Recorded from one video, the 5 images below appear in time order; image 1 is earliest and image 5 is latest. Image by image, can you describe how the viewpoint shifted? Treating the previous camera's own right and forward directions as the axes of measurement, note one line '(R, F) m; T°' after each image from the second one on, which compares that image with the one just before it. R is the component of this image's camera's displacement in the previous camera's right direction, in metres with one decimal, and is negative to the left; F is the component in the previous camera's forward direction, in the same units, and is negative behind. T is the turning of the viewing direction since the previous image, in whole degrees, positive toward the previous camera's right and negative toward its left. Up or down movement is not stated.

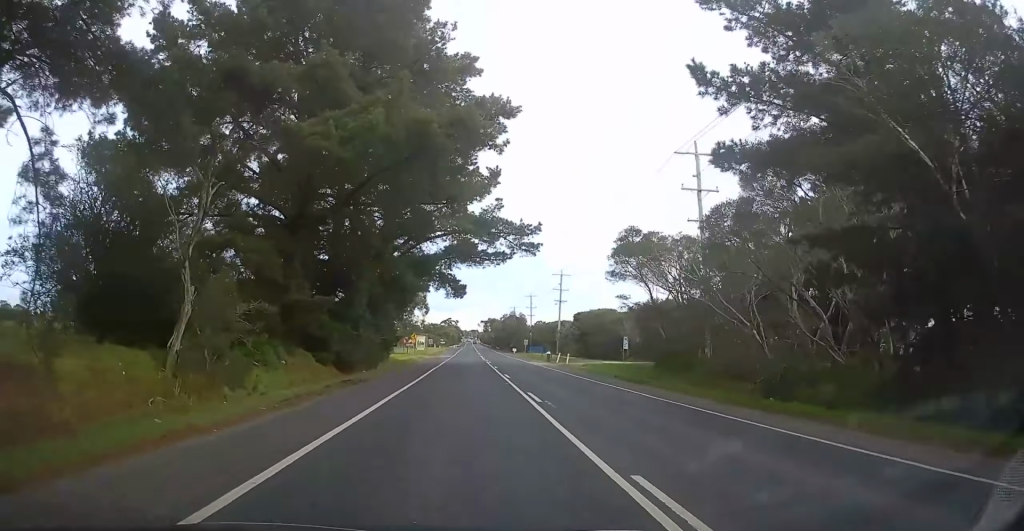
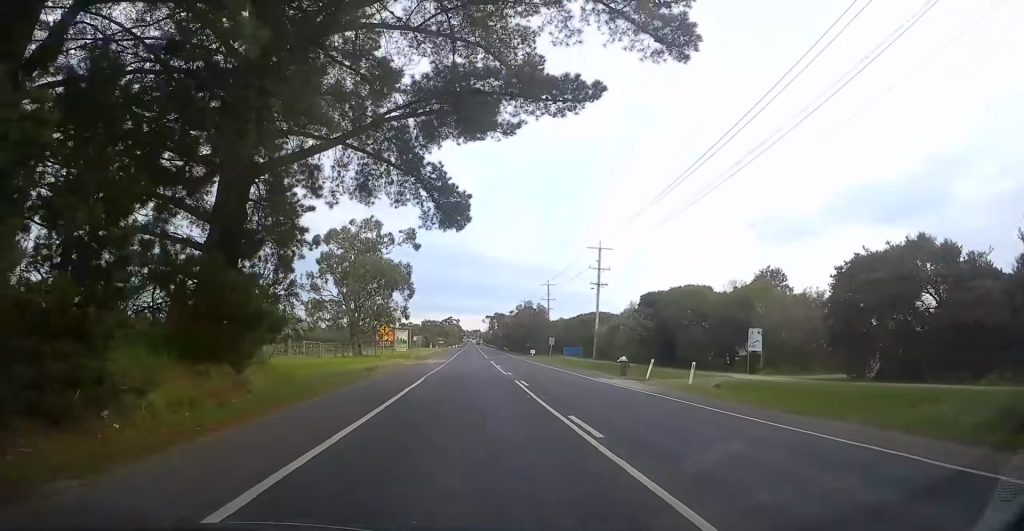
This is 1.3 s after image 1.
(-0.1, +29.8) m; 0°
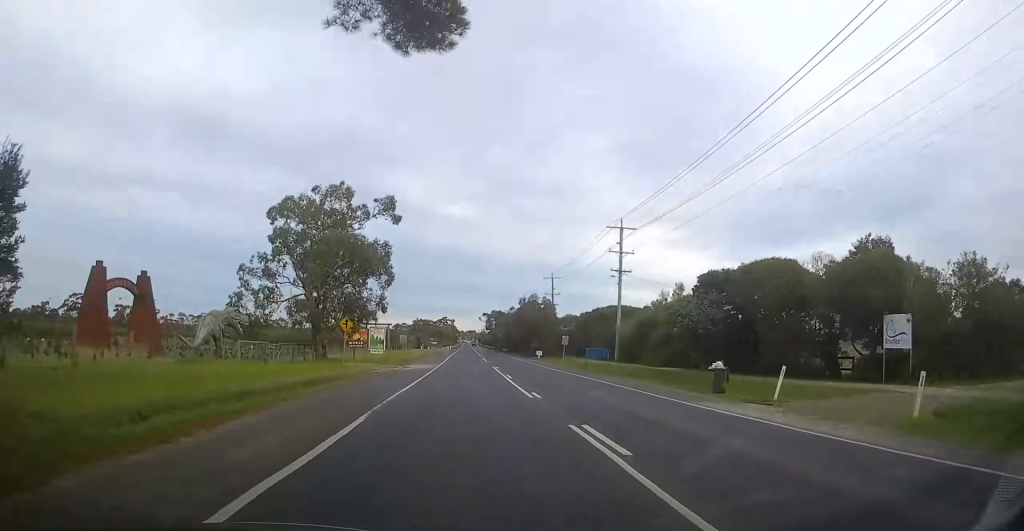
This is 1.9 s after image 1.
(+0.1, +13.1) m; +1°
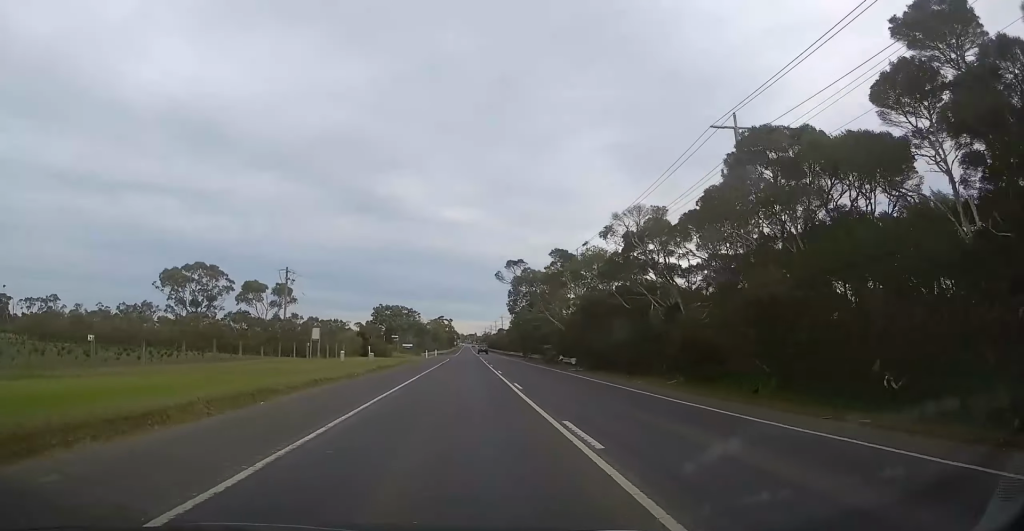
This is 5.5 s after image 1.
(+0.3, +81.8) m; -1°
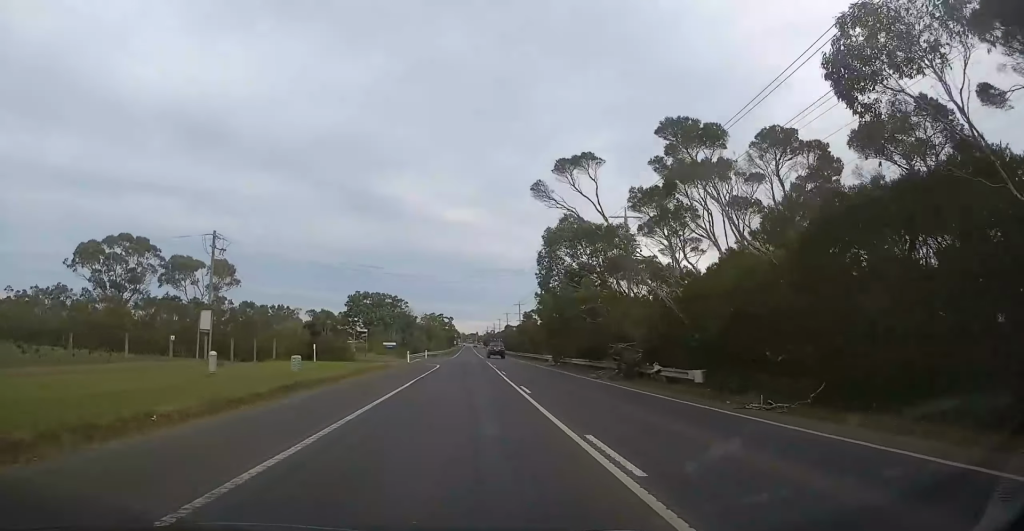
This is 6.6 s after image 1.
(+0.8, +25.6) m; +2°
